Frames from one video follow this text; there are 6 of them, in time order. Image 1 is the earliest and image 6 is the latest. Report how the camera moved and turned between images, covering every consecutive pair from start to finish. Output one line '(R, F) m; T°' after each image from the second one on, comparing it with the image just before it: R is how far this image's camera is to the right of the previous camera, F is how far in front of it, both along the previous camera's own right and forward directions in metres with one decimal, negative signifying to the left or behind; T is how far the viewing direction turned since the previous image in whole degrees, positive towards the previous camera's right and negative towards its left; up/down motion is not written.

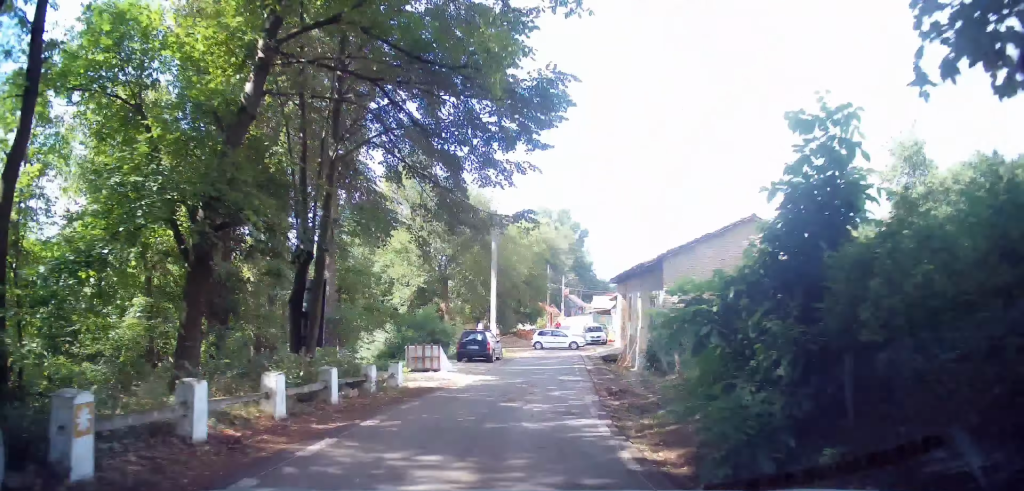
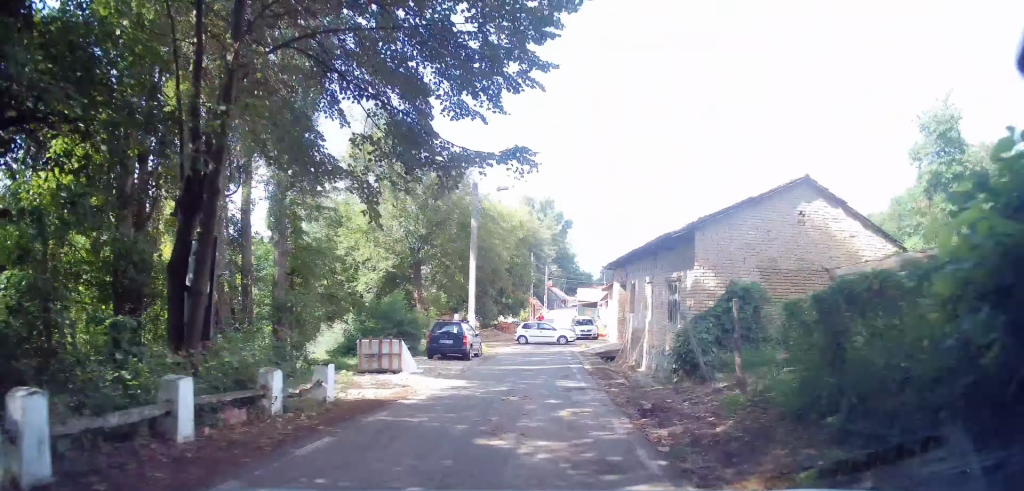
(+0.1, +4.3) m; +2°
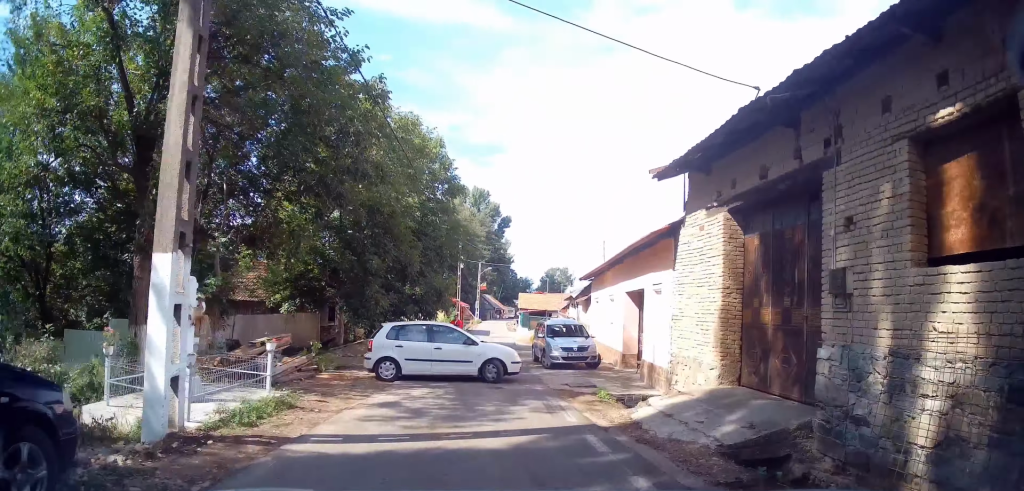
(+2.2, +21.7) m; +9°
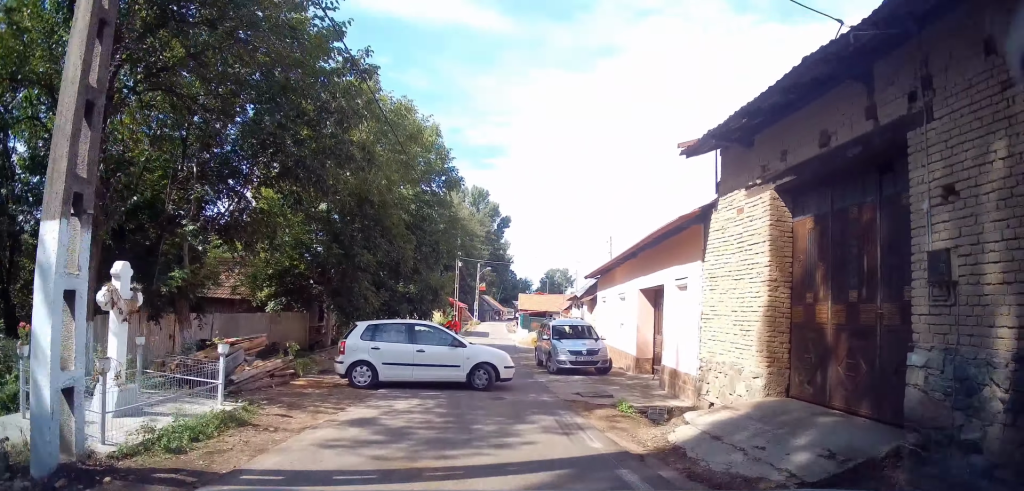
(0.0, +2.2) m; -1°
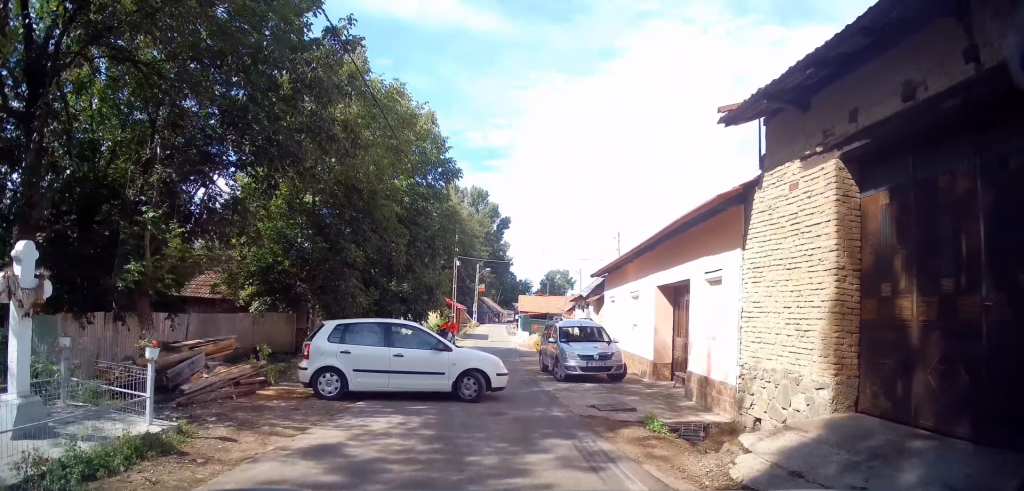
(0.0, +2.0) m; +2°
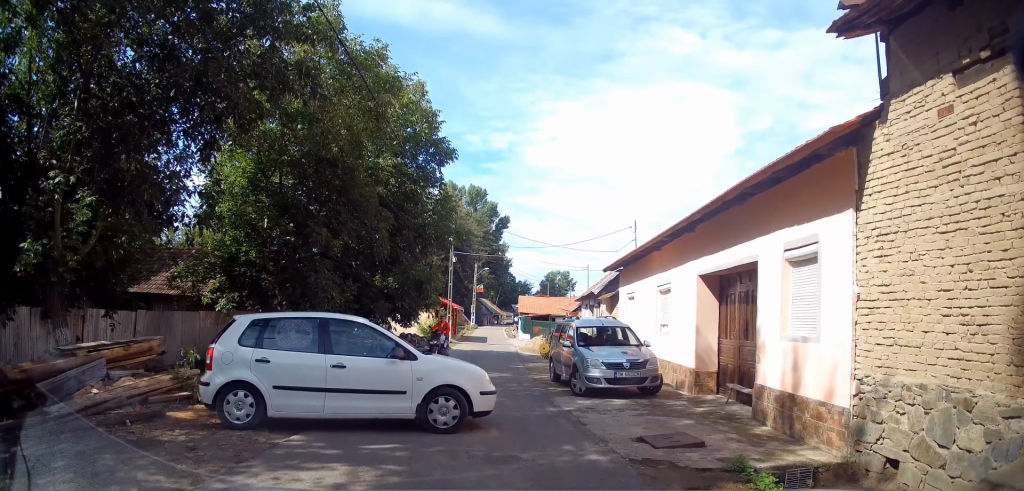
(+0.2, +3.3) m; +2°
